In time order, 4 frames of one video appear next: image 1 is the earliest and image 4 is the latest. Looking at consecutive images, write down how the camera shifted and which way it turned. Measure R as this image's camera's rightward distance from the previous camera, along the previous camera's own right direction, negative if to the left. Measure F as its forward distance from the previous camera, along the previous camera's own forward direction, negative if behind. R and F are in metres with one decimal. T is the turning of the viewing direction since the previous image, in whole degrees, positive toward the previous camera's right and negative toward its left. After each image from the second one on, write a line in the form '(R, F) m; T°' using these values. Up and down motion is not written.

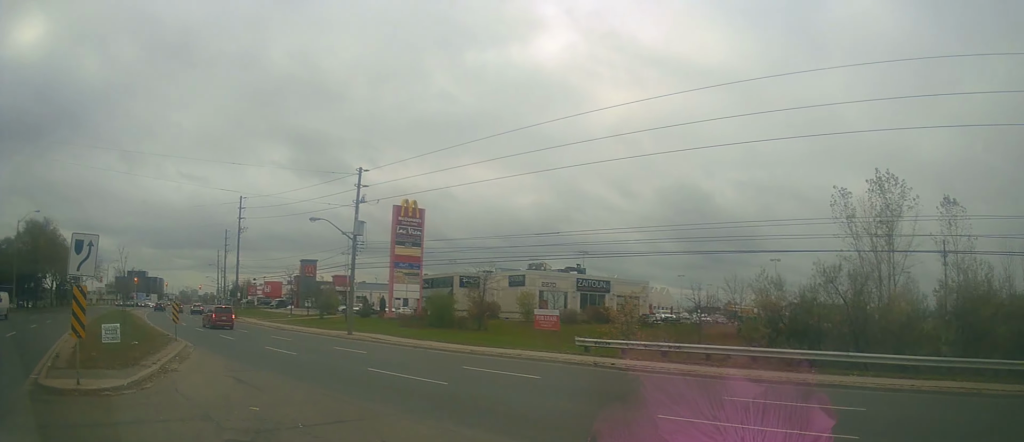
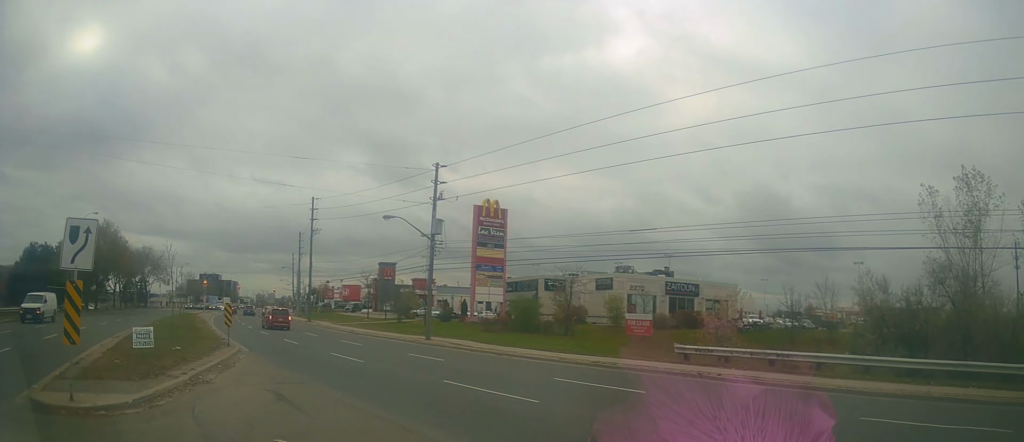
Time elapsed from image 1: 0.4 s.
(-0.1, +1.9) m; -4°
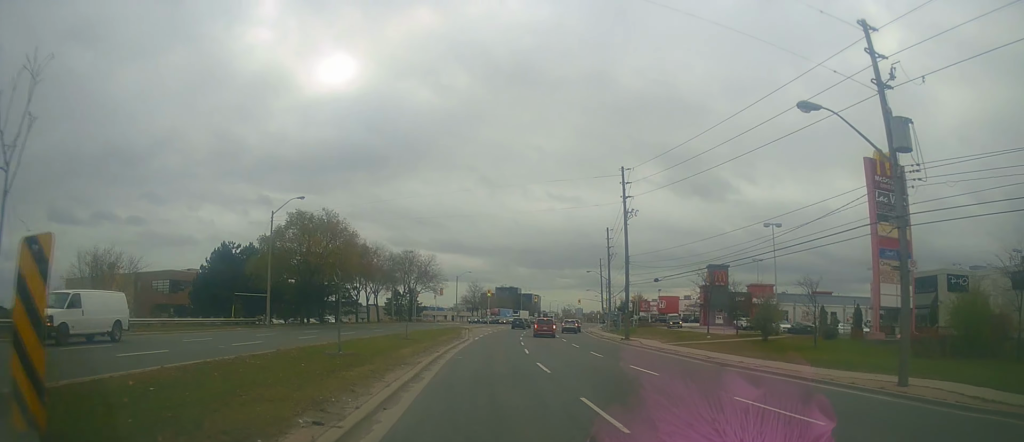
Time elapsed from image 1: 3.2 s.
(-4.0, +16.4) m; -31°
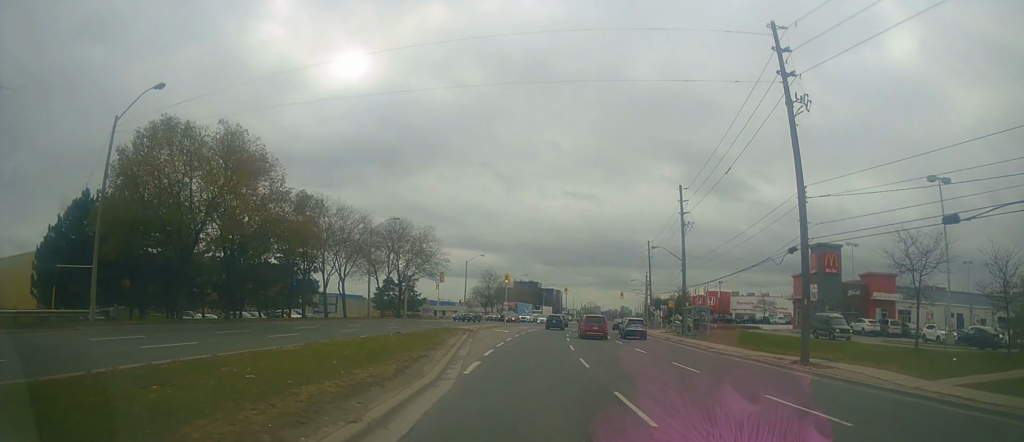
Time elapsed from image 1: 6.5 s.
(-2.4, +27.7) m; -7°
